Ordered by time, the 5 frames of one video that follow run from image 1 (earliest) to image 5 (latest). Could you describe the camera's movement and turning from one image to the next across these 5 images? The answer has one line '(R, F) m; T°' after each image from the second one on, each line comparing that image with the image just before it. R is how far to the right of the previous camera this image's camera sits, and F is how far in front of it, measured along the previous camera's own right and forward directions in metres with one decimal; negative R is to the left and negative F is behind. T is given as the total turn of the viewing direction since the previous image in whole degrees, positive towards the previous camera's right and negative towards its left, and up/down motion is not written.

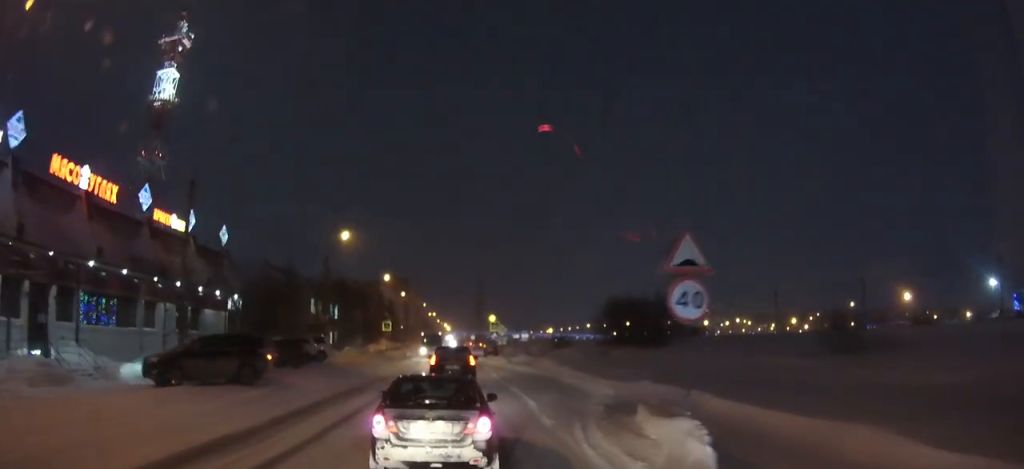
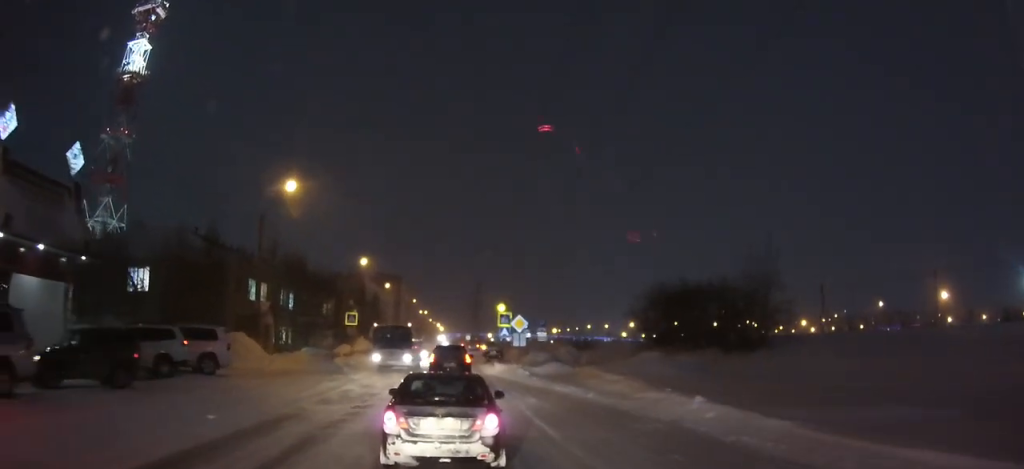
(+0.2, +18.1) m; +1°
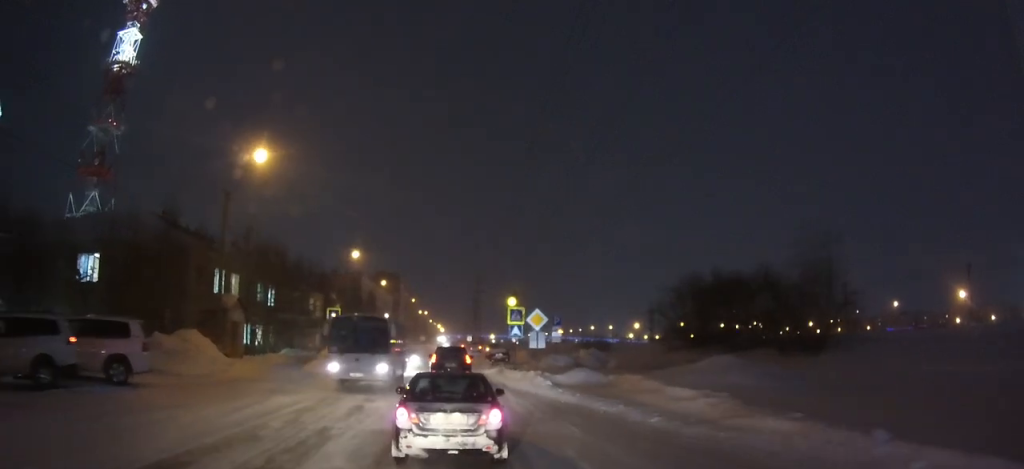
(0.0, +7.3) m; 0°
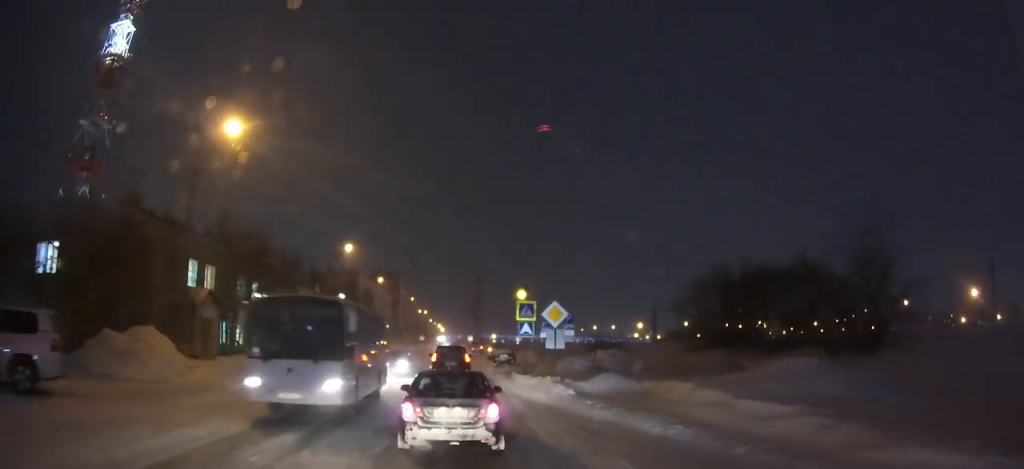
(0.0, +5.1) m; 0°
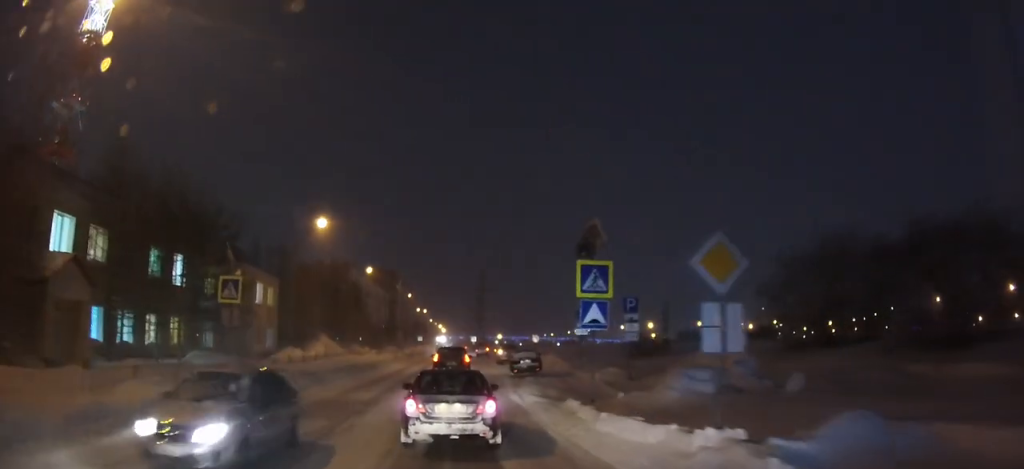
(0.0, +14.4) m; 0°
